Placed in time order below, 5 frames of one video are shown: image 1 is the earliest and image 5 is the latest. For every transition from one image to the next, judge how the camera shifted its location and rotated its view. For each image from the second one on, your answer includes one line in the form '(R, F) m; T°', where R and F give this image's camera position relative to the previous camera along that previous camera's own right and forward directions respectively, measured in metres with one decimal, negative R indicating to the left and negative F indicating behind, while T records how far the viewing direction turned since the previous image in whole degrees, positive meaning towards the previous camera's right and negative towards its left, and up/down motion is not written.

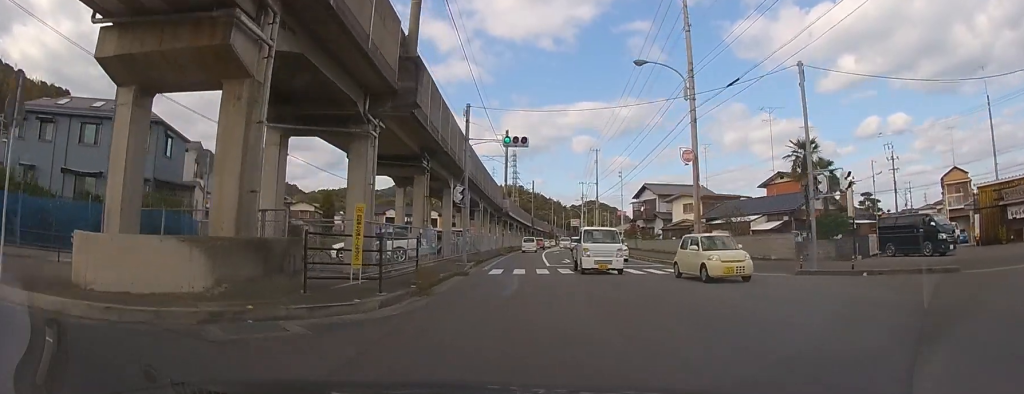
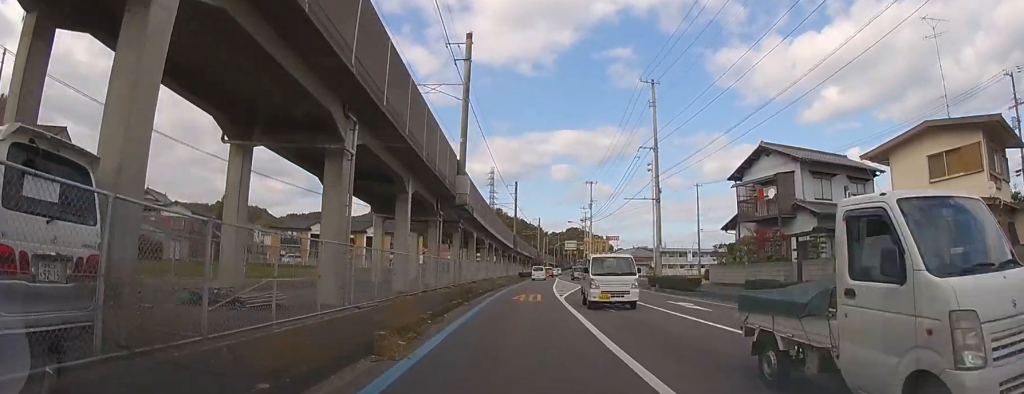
(+1.5, +42.8) m; +3°
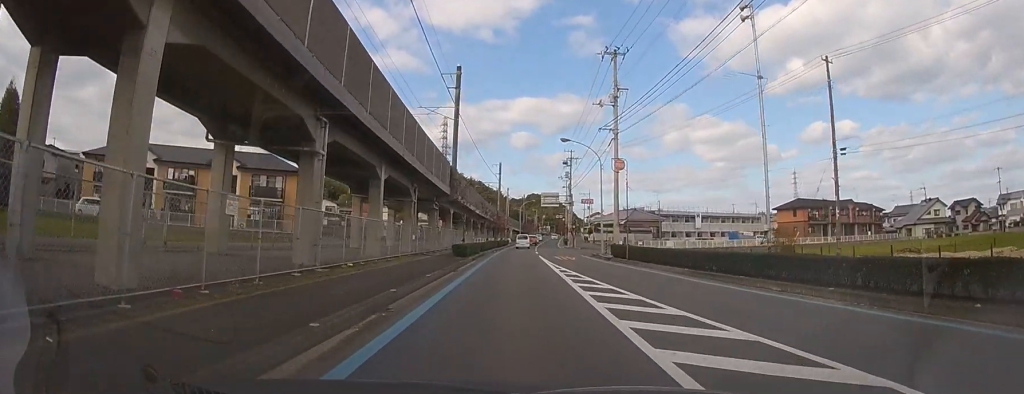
(+0.6, +25.4) m; +3°
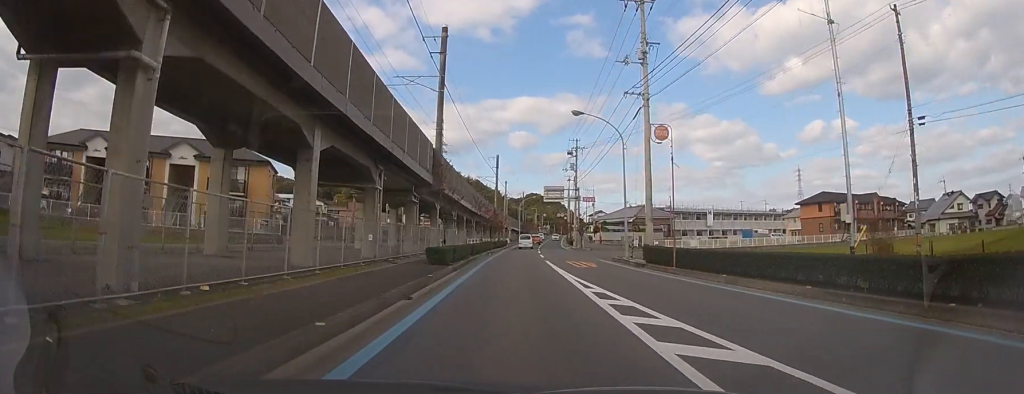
(+0.1, +8.3) m; 0°
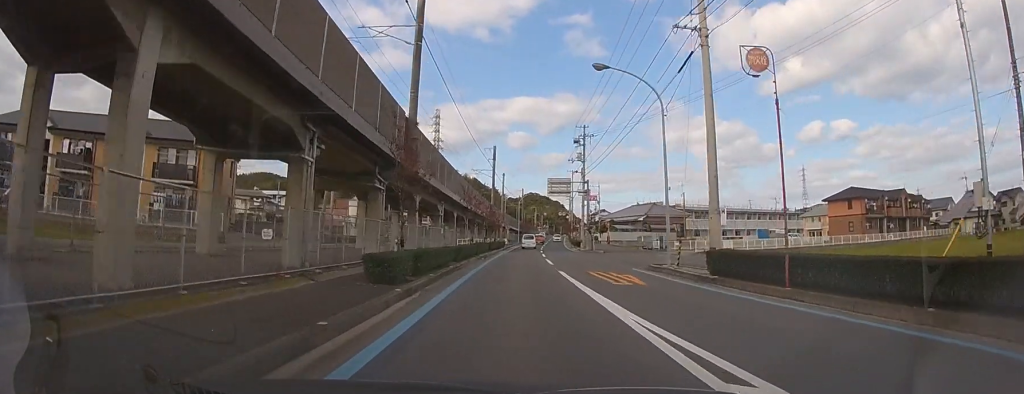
(0.0, +8.1) m; 0°
